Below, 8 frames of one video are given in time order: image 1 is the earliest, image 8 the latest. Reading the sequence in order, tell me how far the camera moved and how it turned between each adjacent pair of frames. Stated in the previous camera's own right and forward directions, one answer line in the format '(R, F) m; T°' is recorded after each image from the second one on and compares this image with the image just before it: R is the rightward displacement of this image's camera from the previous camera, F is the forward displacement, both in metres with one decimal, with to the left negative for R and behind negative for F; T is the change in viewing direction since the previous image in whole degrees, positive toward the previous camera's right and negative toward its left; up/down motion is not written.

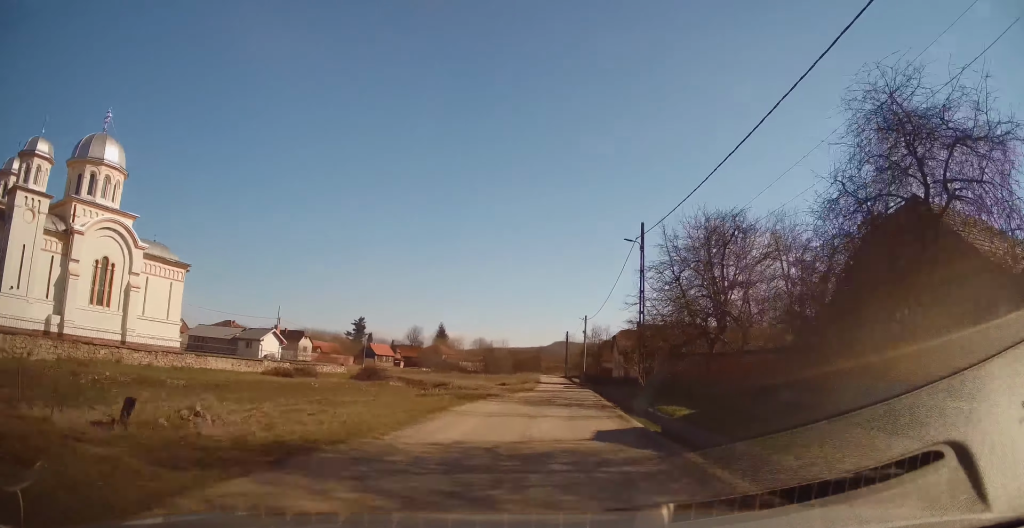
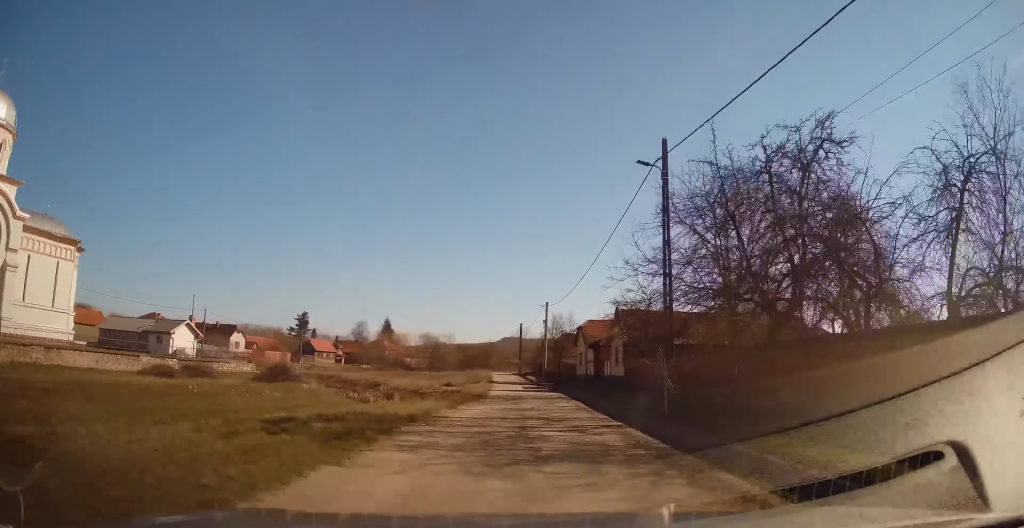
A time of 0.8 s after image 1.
(+0.3, +10.3) m; +6°
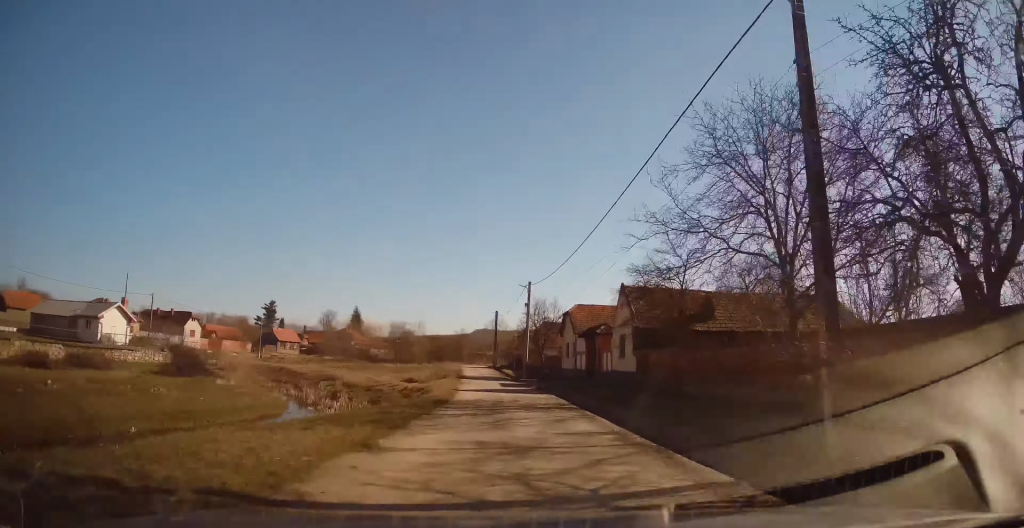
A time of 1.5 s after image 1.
(+0.7, +8.7) m; +4°
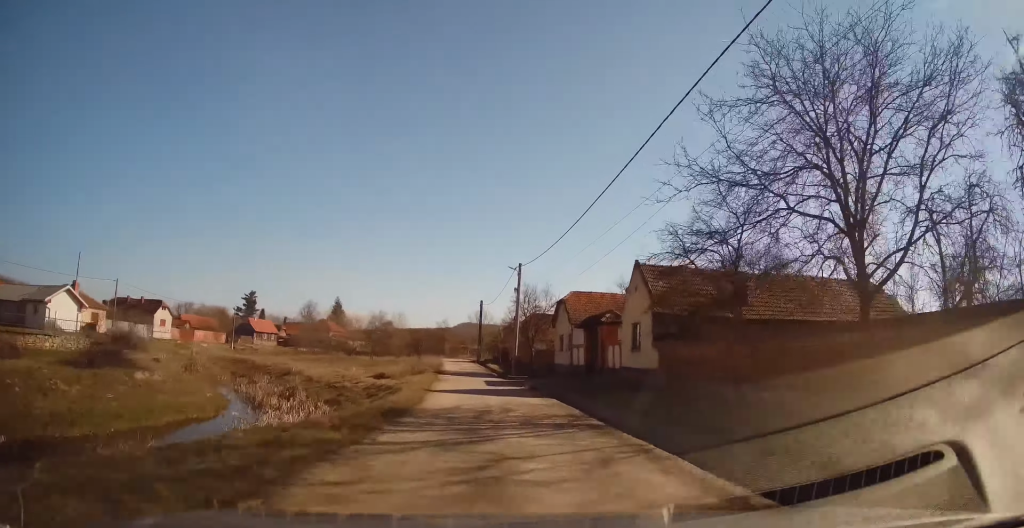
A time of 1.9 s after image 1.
(+0.1, +5.7) m; +1°
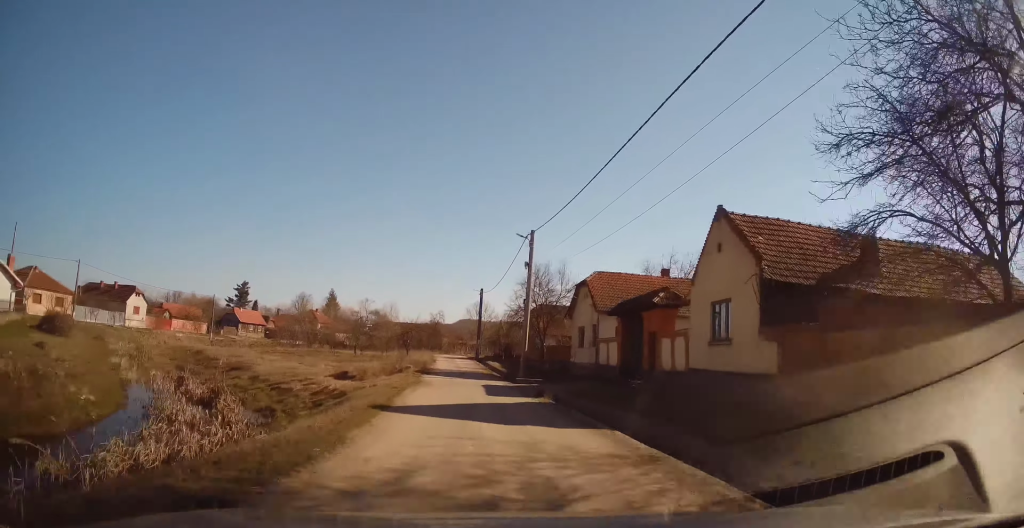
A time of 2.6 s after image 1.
(0.0, +9.0) m; +1°
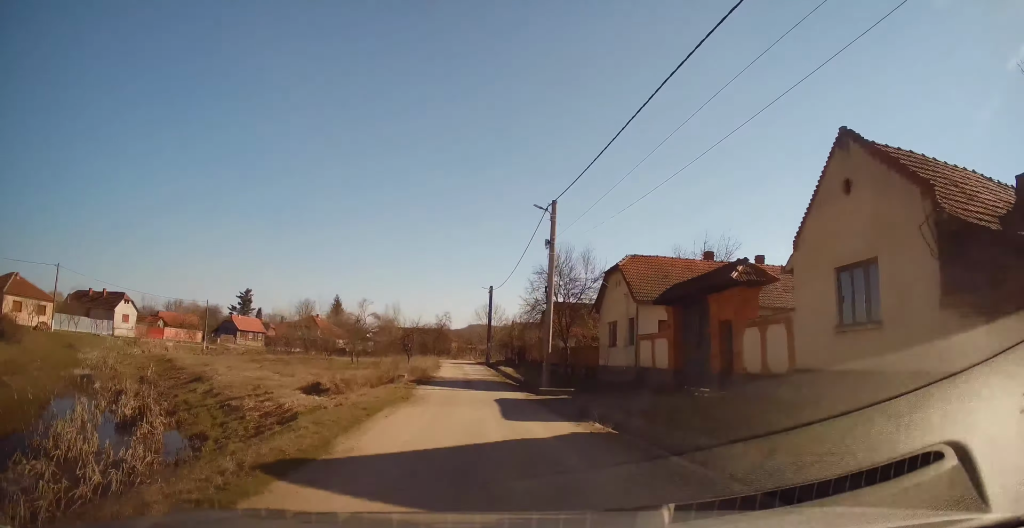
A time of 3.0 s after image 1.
(0.0, +5.9) m; 0°
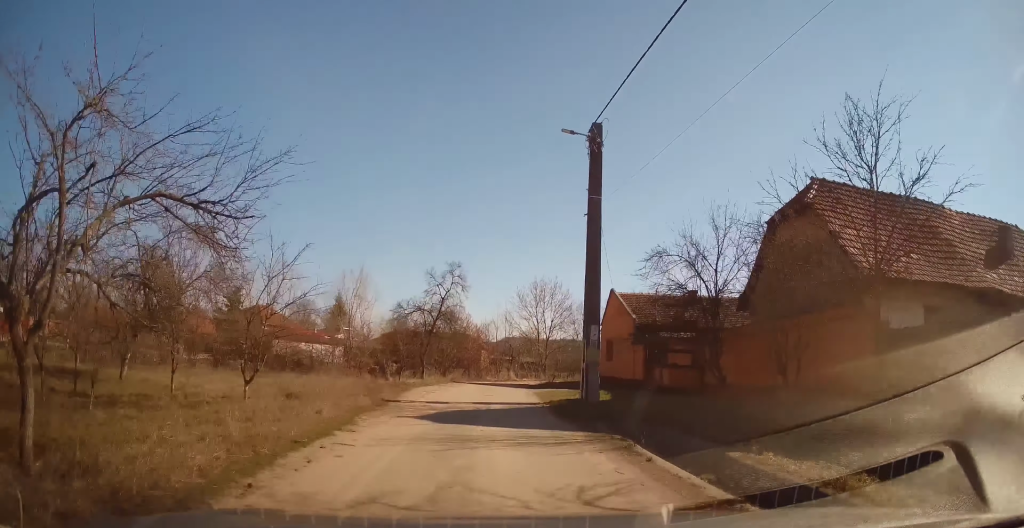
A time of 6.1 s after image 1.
(+0.2, +42.3) m; -1°
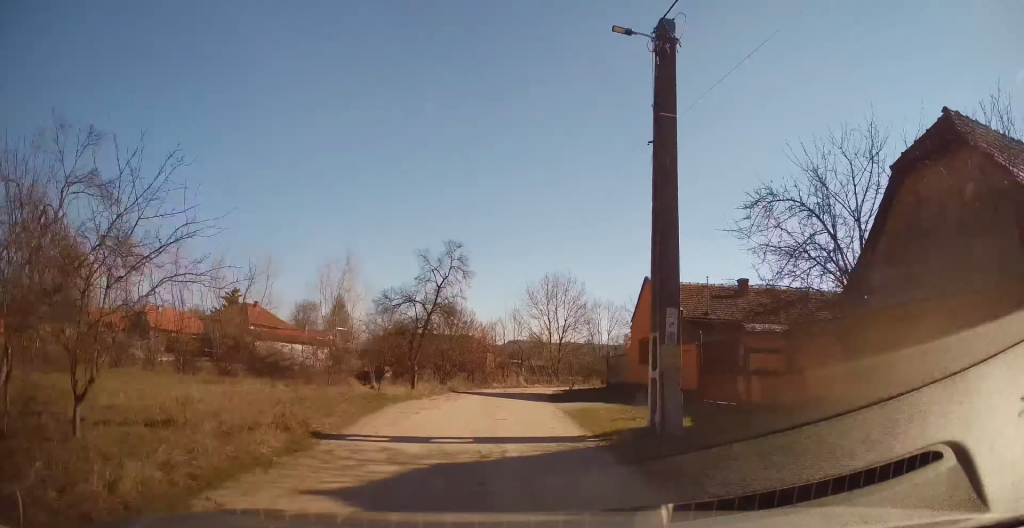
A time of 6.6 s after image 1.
(0.0, +5.9) m; -1°
